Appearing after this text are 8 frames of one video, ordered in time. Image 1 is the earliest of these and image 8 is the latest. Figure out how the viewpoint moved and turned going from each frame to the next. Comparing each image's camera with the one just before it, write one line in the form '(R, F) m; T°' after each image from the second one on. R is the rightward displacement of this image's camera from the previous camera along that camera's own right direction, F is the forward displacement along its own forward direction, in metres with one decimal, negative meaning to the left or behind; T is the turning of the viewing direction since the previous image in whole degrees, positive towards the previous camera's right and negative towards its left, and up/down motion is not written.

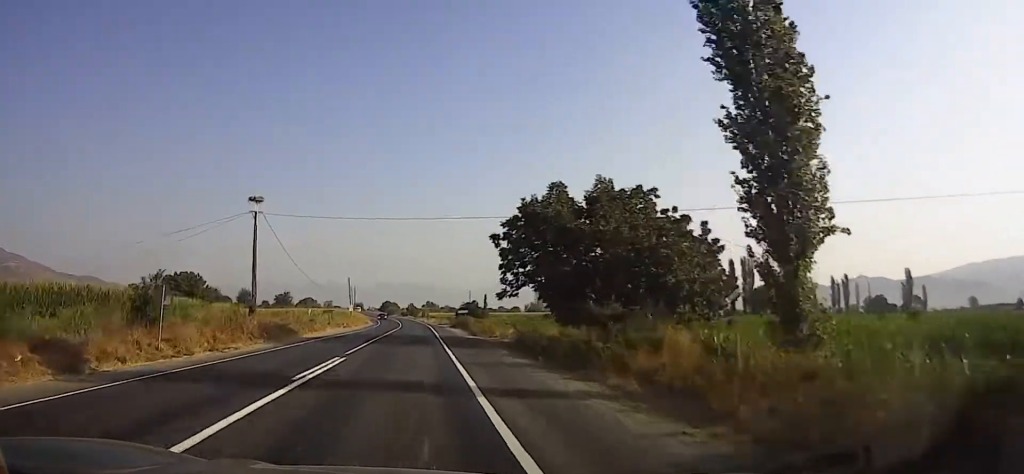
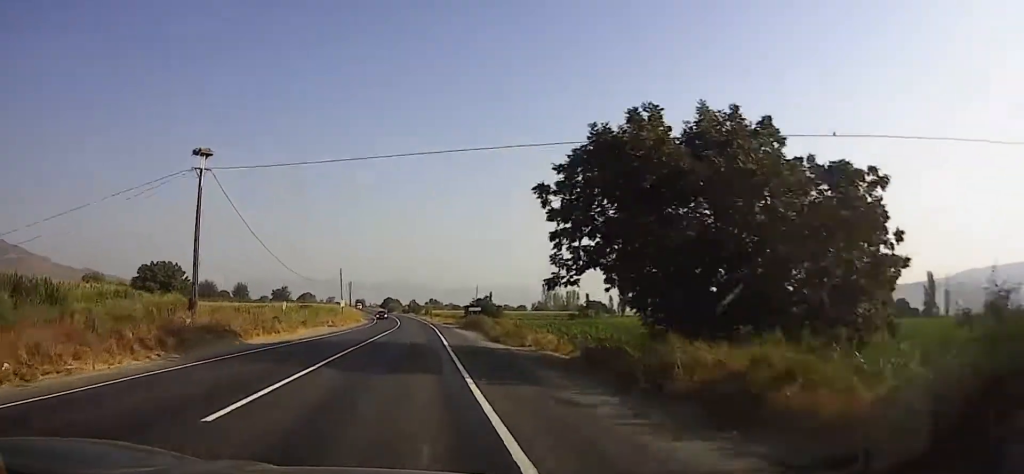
(-0.1, +13.7) m; -1°
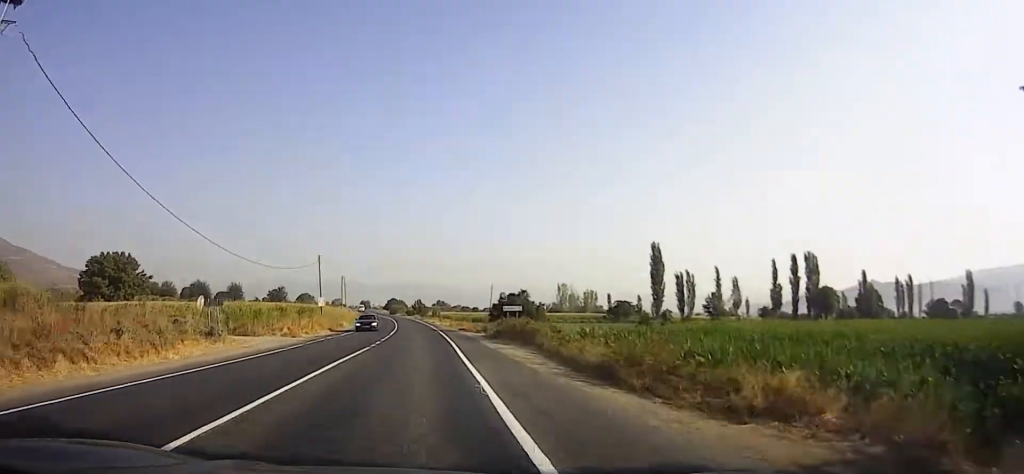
(-0.6, +22.4) m; -1°
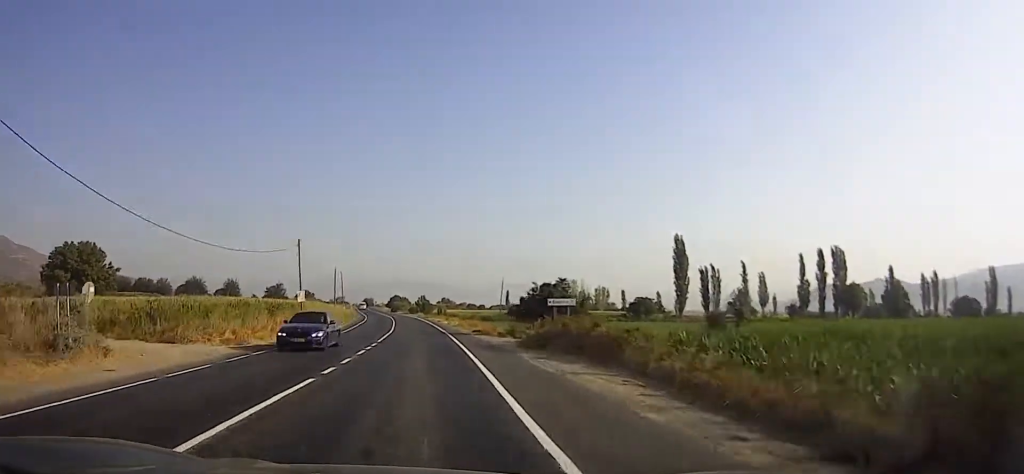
(0.0, +12.5) m; 0°
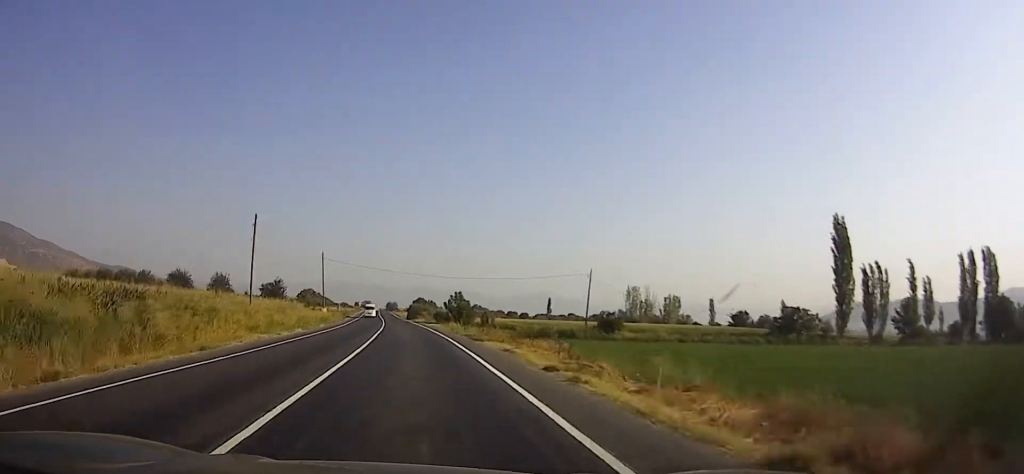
(0.0, +53.7) m; 0°
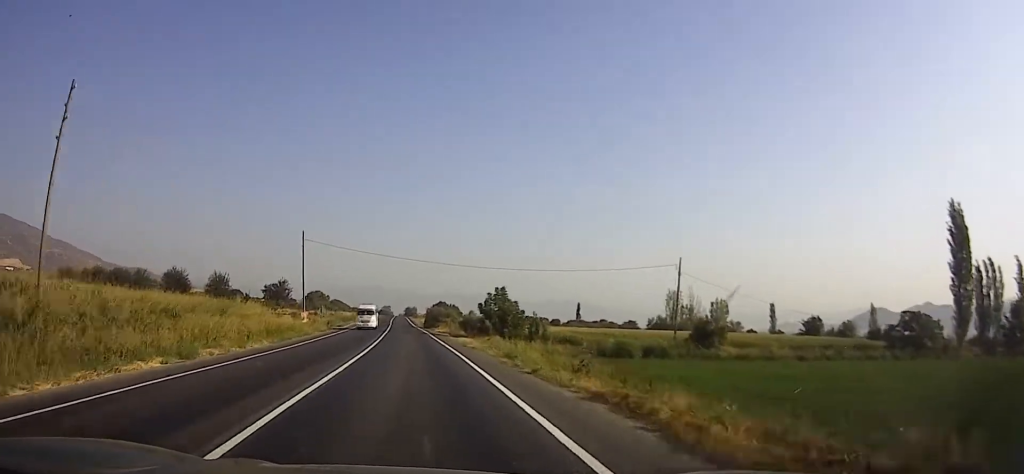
(0.0, +23.8) m; 0°
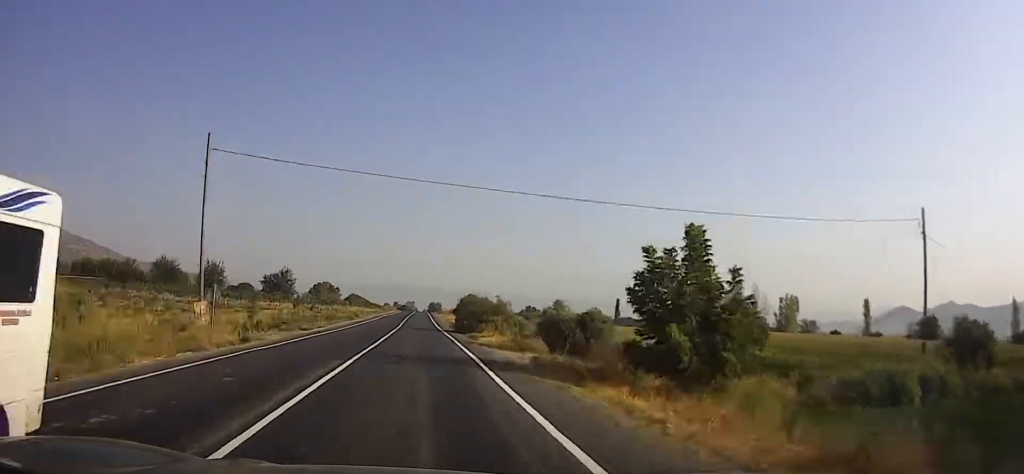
(0.0, +30.4) m; 0°
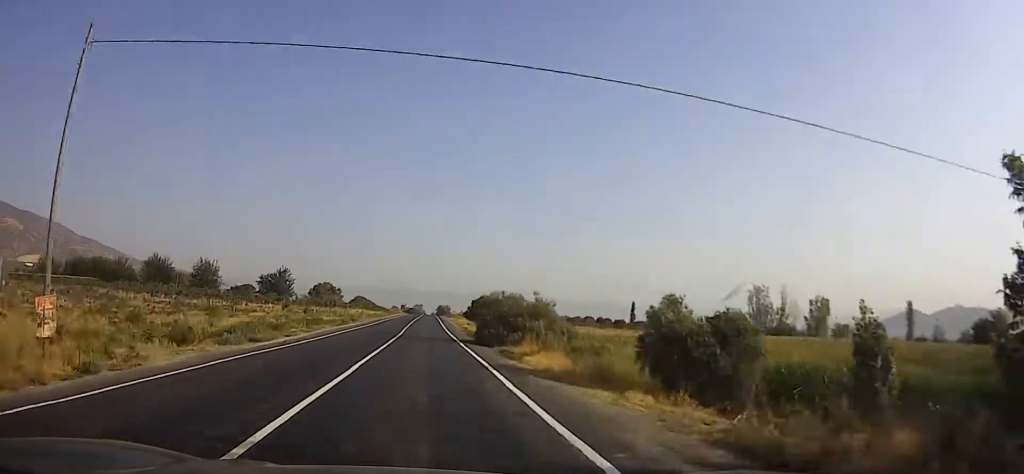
(0.0, +12.4) m; 0°
